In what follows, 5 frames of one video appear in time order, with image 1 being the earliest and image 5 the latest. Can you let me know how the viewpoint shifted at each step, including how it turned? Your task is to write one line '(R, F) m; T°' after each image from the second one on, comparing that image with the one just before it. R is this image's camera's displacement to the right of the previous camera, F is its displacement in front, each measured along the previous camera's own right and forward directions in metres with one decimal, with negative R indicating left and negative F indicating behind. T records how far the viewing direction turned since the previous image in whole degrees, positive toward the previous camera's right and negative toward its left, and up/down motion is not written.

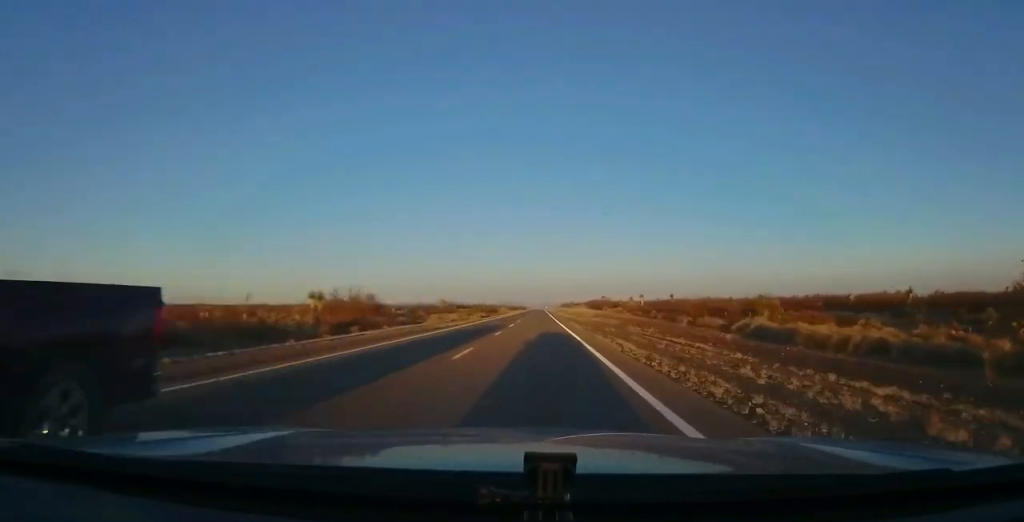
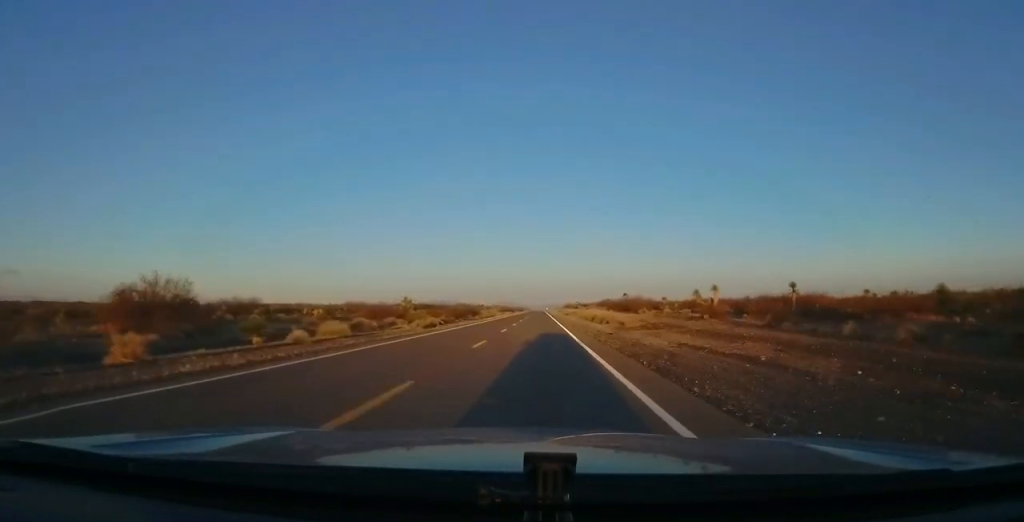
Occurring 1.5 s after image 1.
(0.0, +43.0) m; +1°
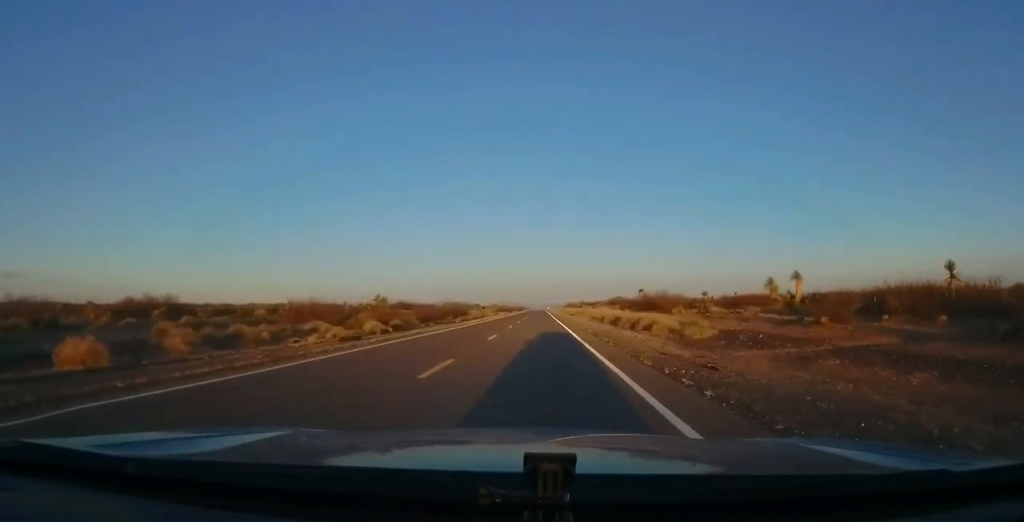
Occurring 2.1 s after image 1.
(+0.3, +19.6) m; +1°
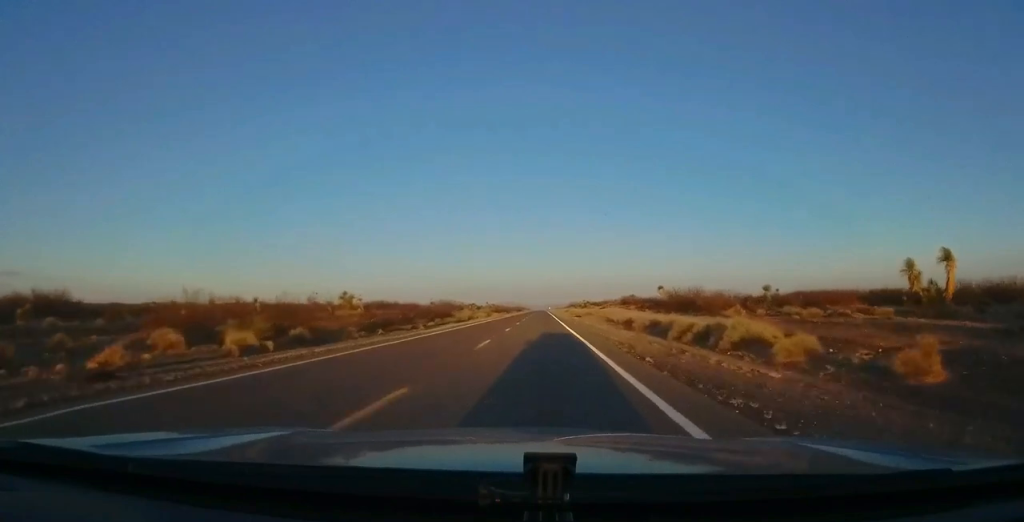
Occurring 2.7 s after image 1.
(0.0, +16.6) m; 0°
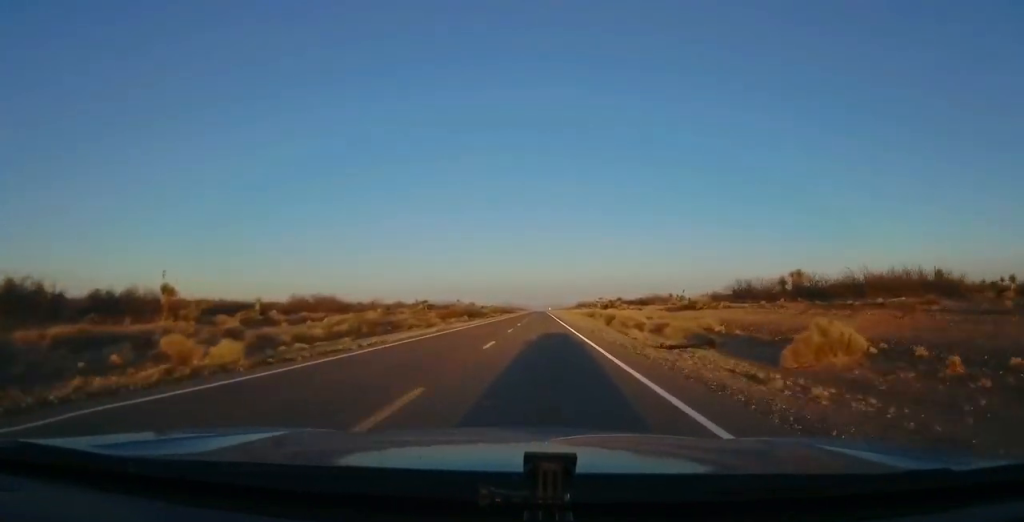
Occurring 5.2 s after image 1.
(-0.9, +73.3) m; 0°
